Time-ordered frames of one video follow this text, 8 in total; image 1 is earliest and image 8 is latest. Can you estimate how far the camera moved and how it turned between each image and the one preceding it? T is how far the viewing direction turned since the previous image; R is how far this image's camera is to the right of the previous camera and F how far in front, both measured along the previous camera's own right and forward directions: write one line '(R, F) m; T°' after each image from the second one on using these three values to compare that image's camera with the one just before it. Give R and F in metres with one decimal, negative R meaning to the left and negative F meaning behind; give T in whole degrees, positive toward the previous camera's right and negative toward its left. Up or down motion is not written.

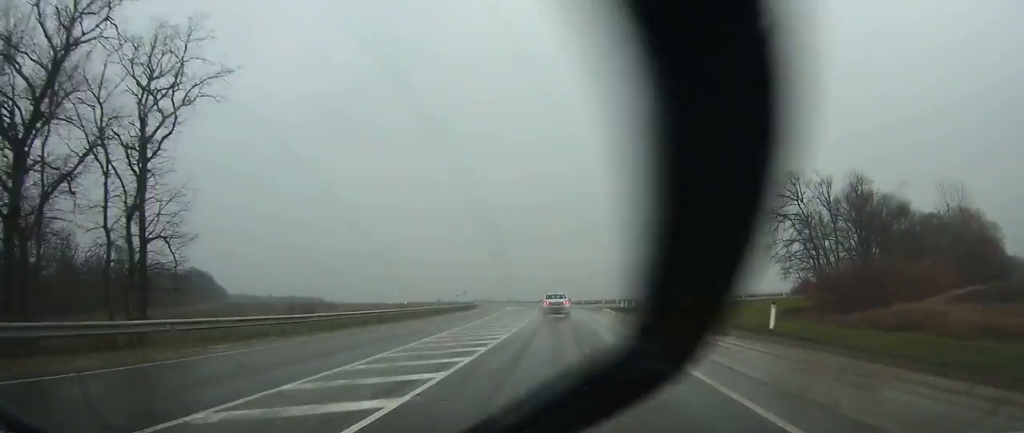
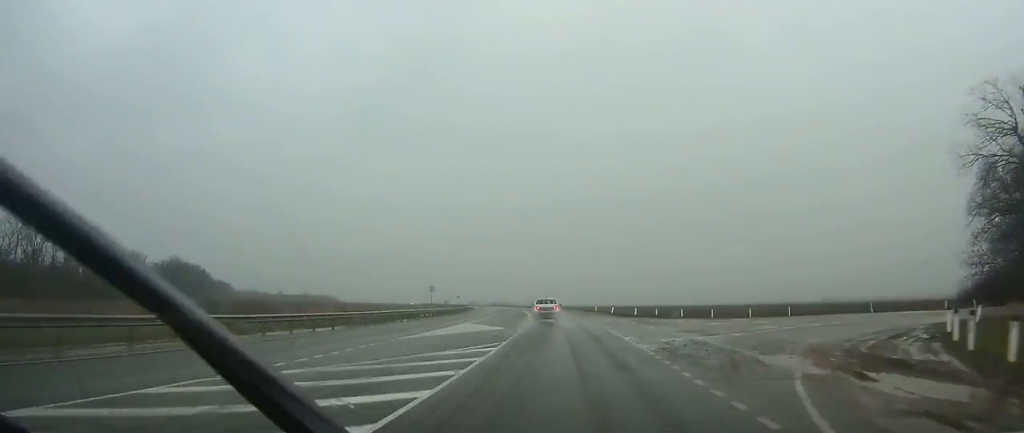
(-1.0, +50.7) m; -3°
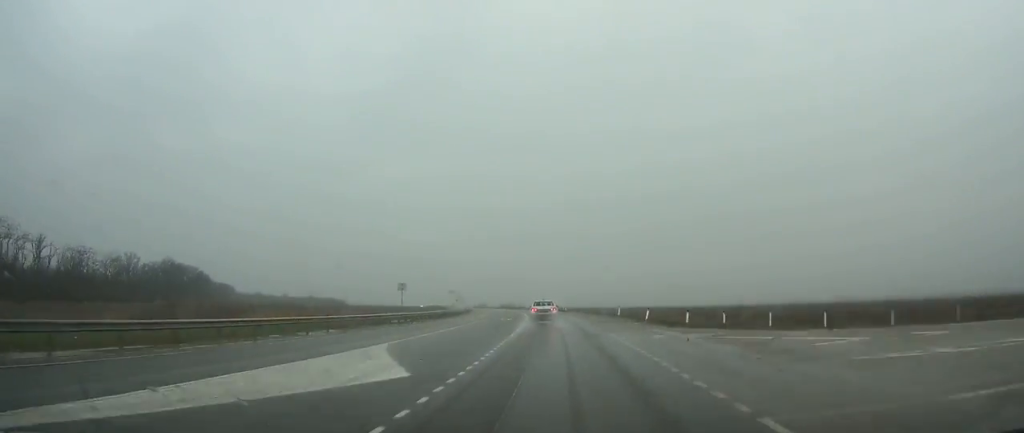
(-0.5, +18.5) m; -2°
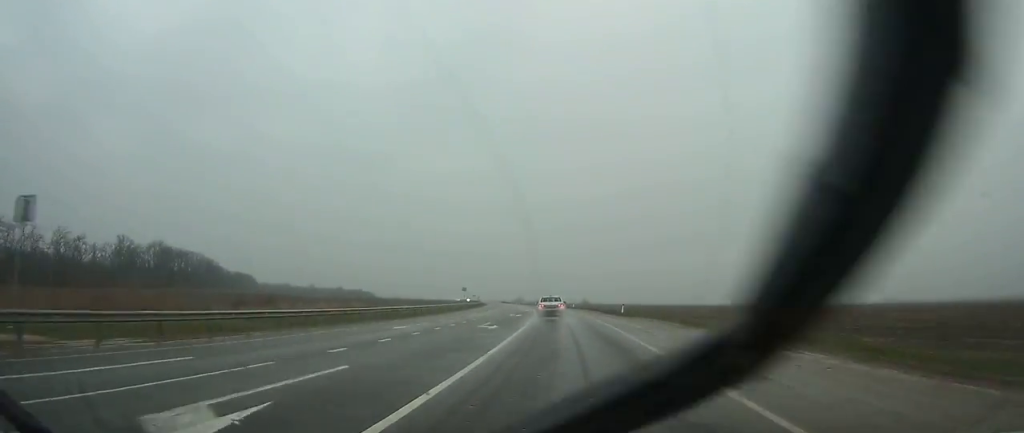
(-1.6, +47.2) m; -4°
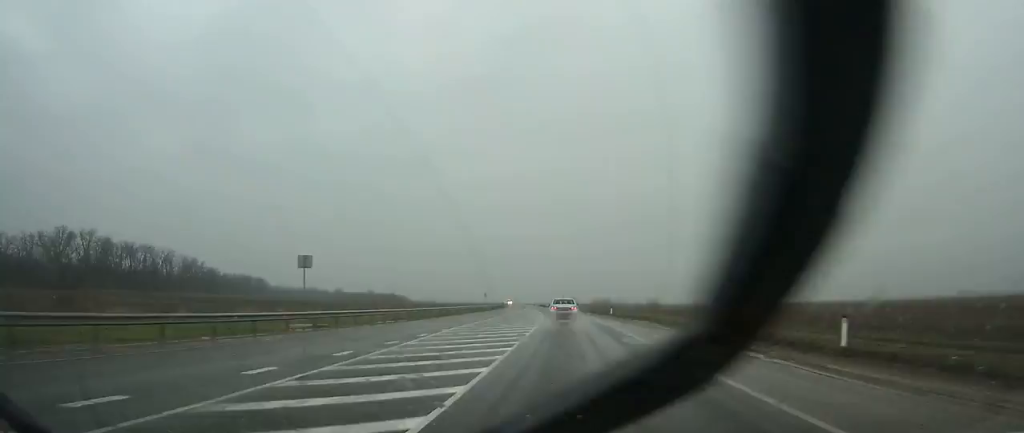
(-4.3, +89.1) m; -5°
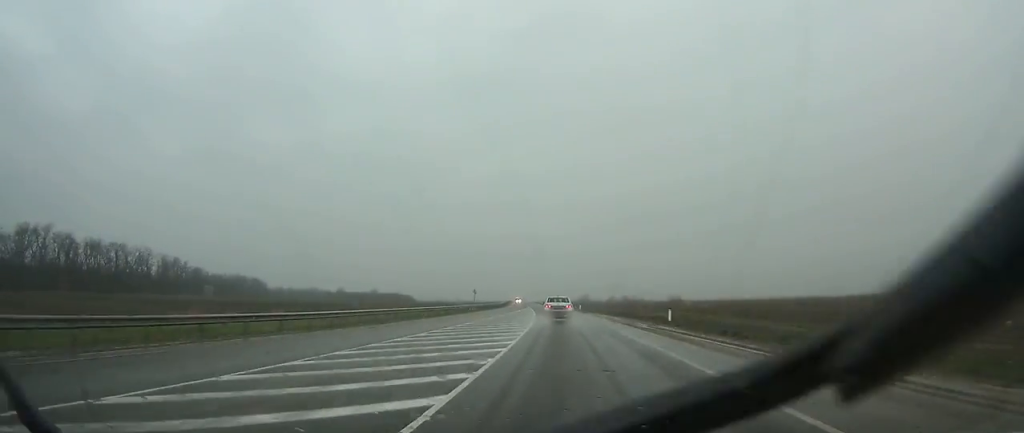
(-0.4, +31.0) m; -2°
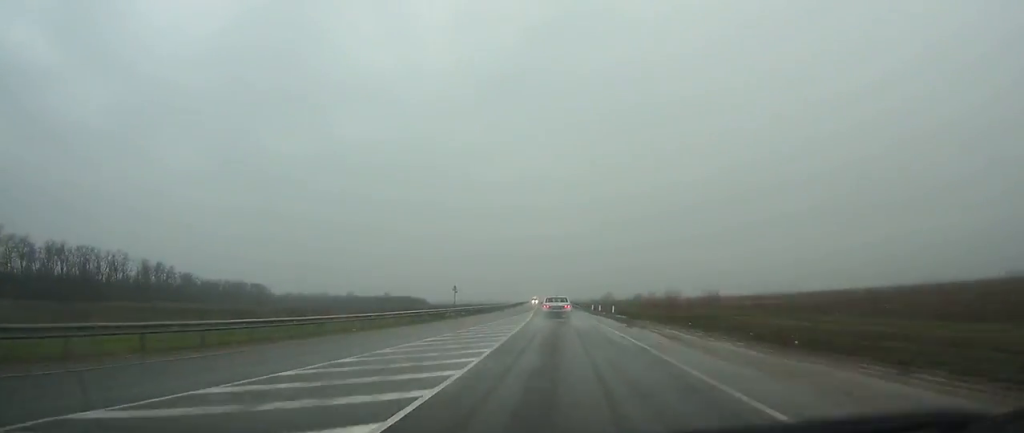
(-0.3, +34.1) m; -2°
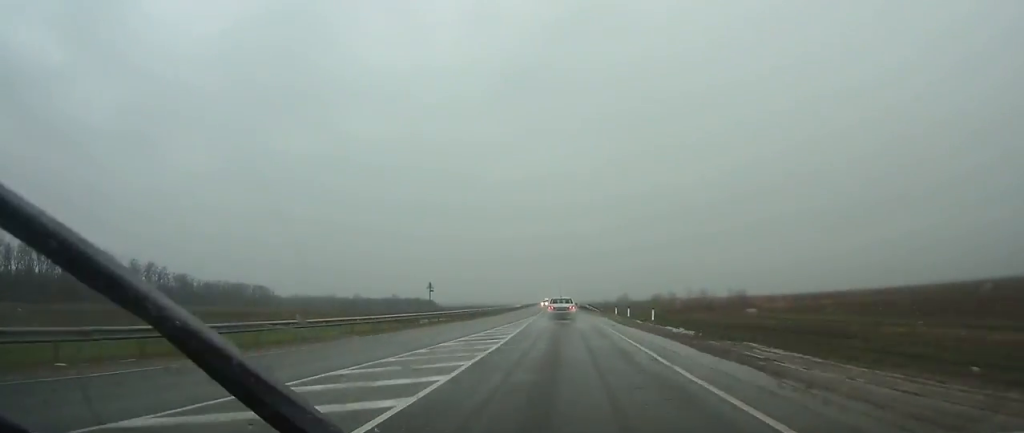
(-0.4, +19.2) m; -1°
